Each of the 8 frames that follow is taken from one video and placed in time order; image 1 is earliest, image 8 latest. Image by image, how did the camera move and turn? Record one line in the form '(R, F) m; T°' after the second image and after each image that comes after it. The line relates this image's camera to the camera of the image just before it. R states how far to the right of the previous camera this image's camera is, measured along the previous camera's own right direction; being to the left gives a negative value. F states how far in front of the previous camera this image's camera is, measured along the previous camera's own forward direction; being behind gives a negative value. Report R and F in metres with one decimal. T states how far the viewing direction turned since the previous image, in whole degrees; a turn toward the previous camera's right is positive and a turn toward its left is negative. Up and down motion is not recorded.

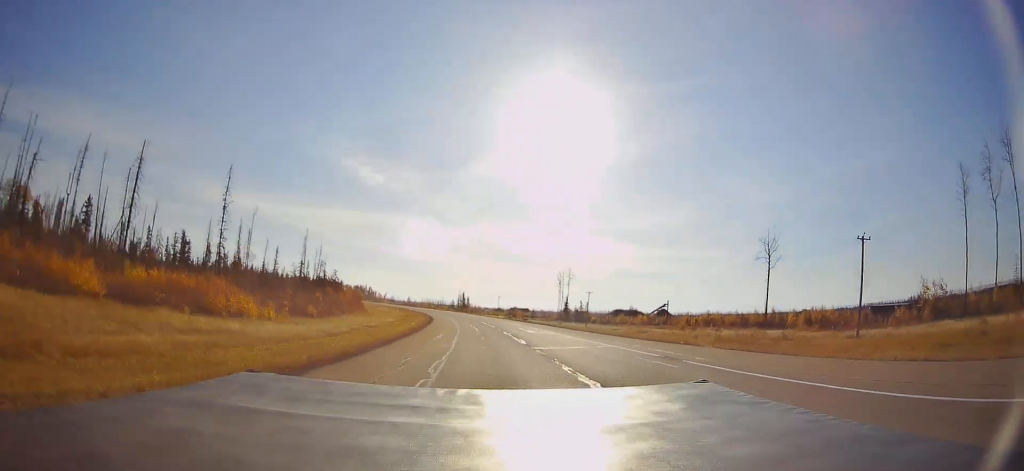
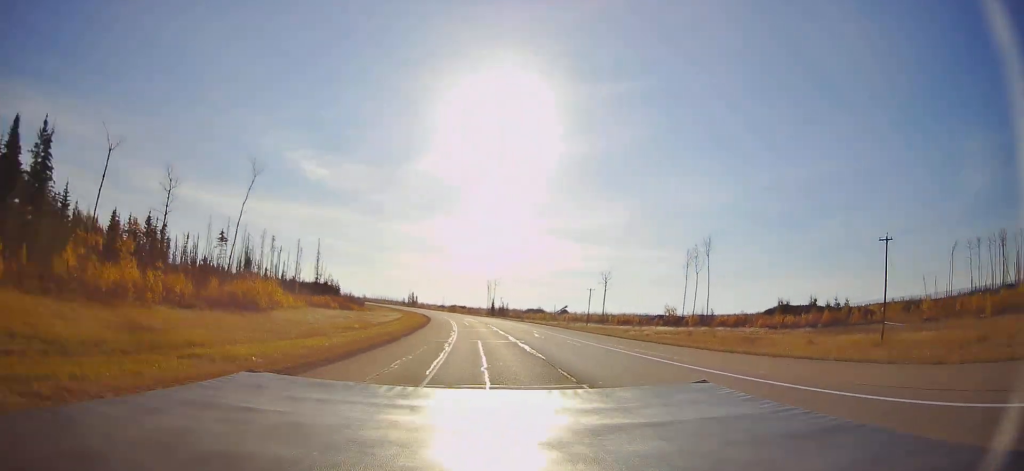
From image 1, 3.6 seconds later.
(+4.2, +91.2) m; +6°
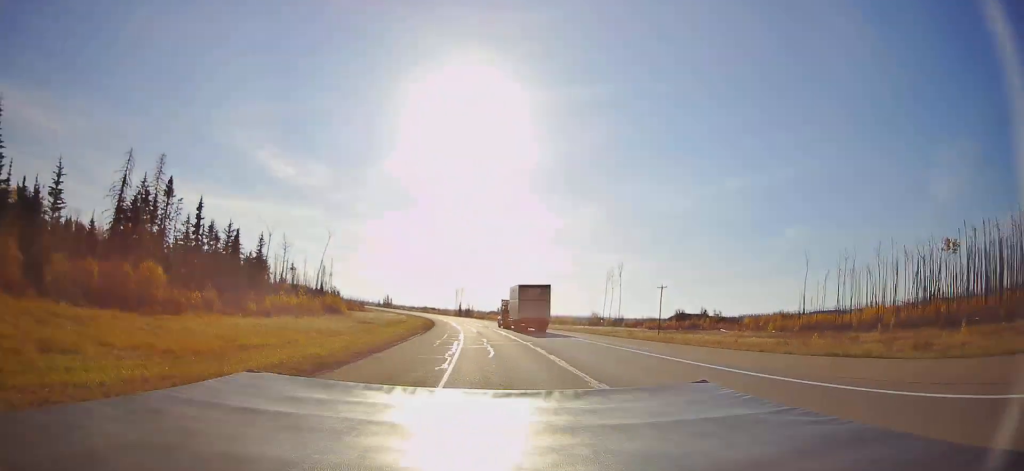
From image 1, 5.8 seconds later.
(+2.6, +56.1) m; +4°
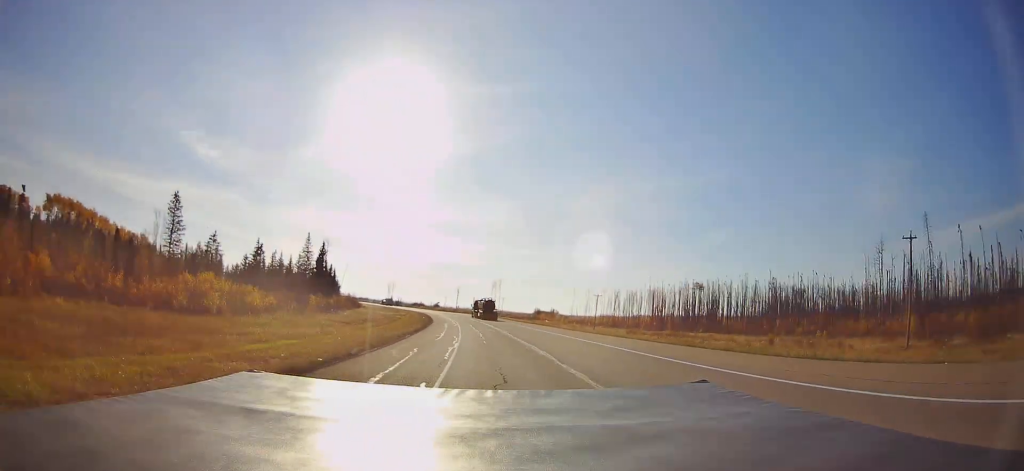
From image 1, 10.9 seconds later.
(+9.7, +129.8) m; +8°
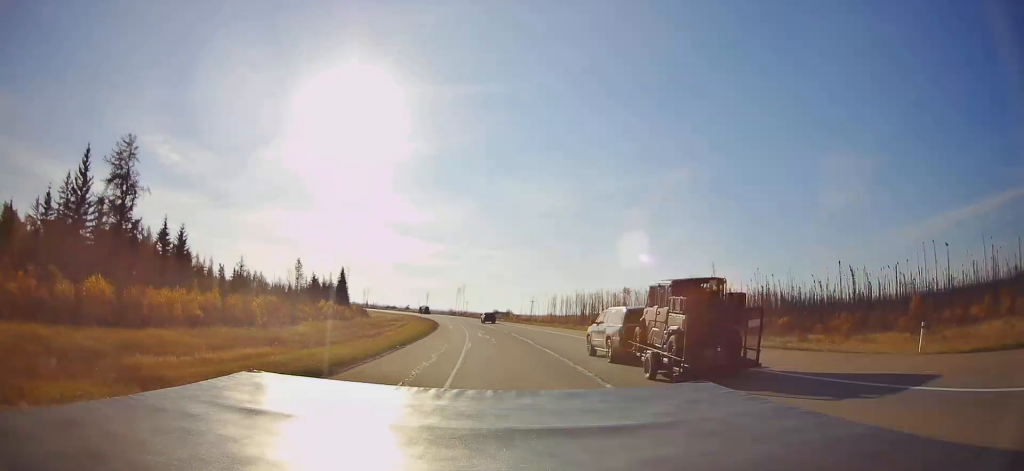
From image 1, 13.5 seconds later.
(+2.2, +66.4) m; +3°
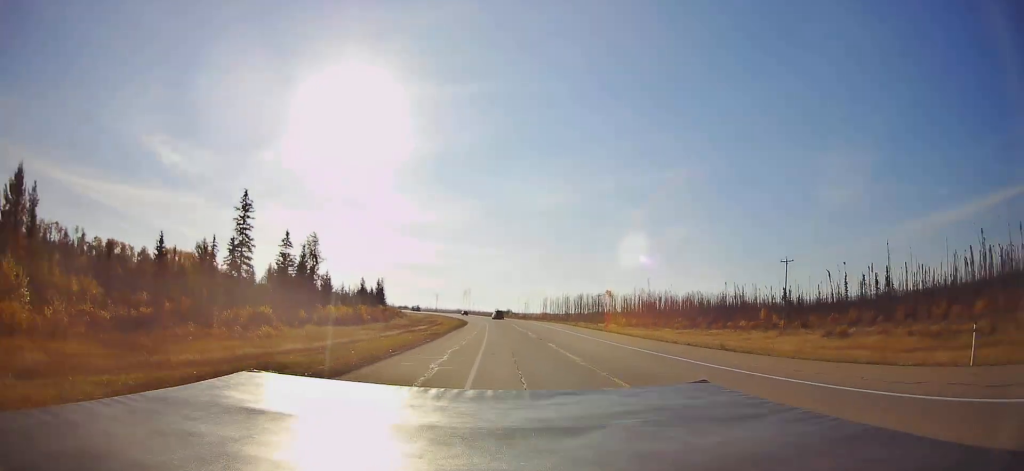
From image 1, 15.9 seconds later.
(+1.2, +61.2) m; +1°
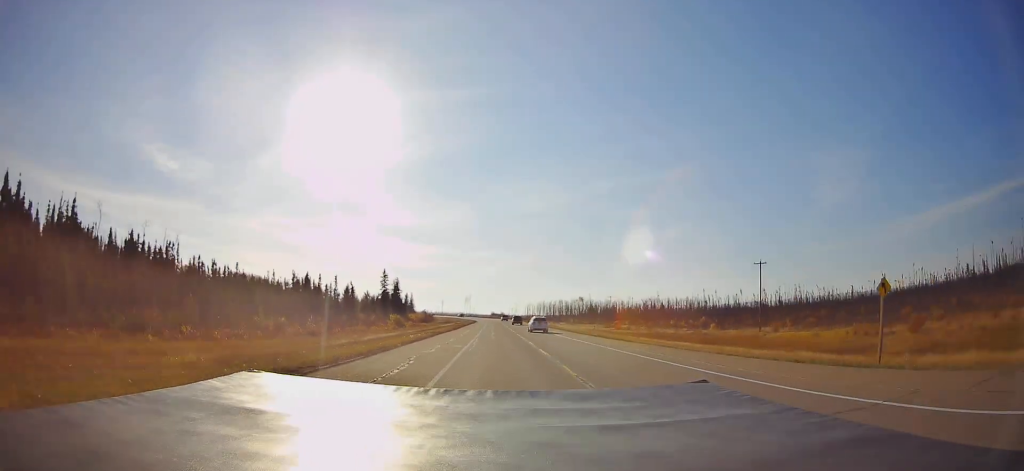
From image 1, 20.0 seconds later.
(-0.3, +104.9) m; 0°
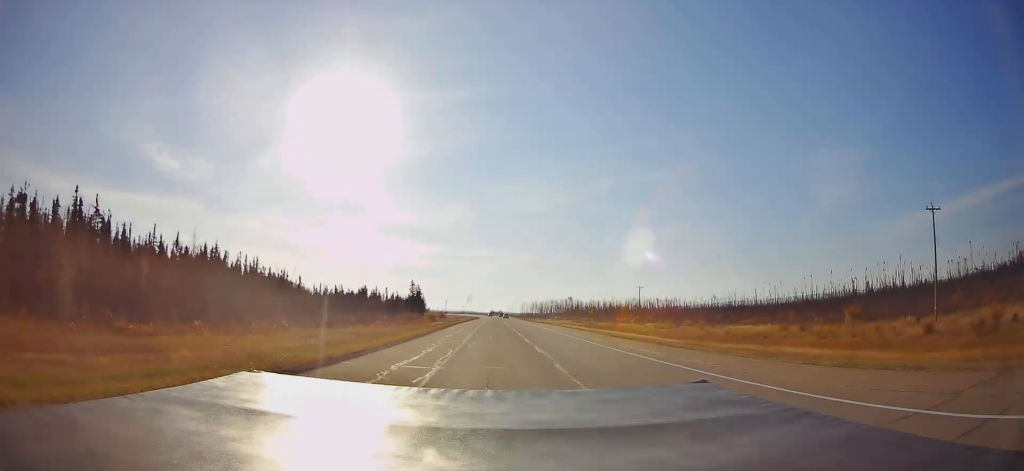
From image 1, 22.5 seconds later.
(+0.2, +64.3) m; 0°
